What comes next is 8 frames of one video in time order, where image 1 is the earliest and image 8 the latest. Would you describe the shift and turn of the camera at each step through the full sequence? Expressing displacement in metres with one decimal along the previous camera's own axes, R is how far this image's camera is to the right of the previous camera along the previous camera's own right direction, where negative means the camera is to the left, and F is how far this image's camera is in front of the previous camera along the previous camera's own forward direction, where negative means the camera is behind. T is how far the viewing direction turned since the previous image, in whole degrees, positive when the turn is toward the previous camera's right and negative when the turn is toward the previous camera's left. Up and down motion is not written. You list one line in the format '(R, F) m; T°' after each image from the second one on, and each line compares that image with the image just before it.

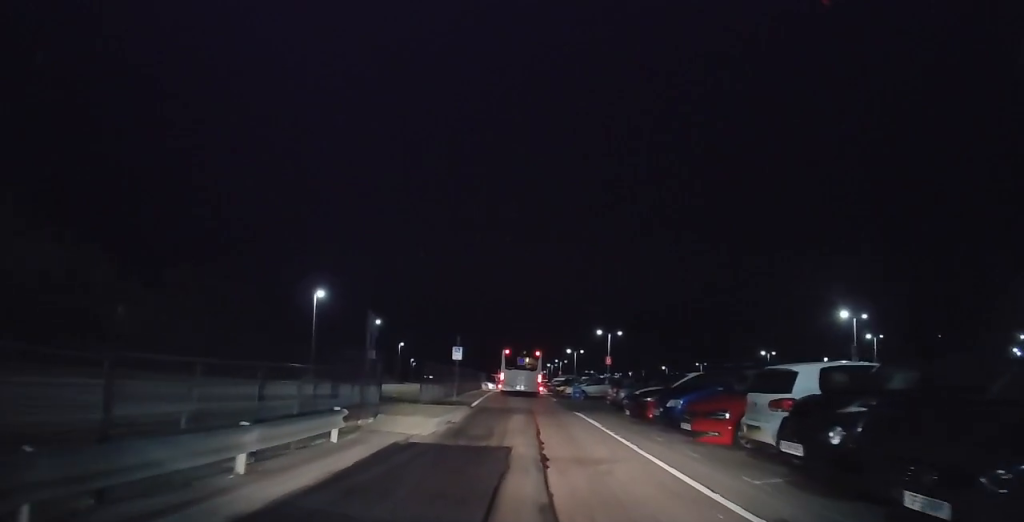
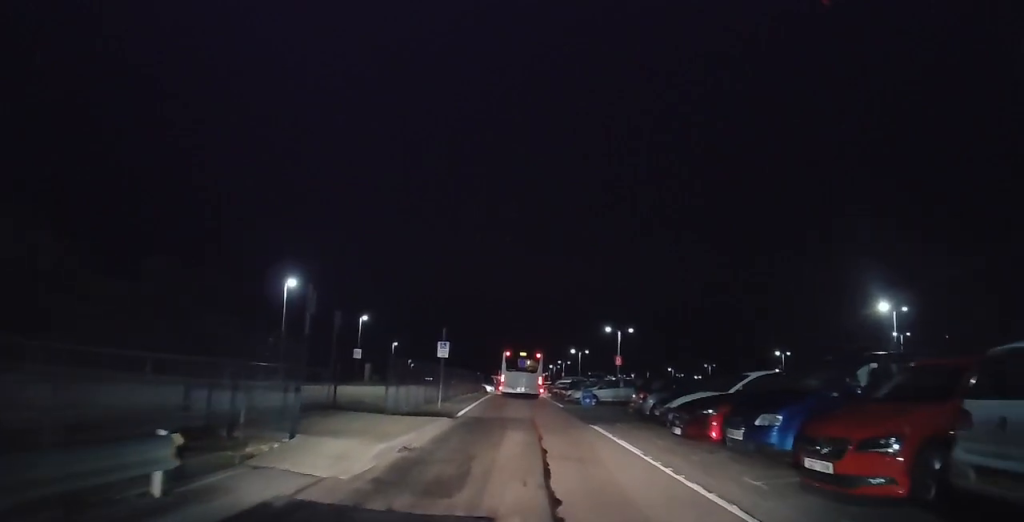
(-0.1, +4.7) m; -5°
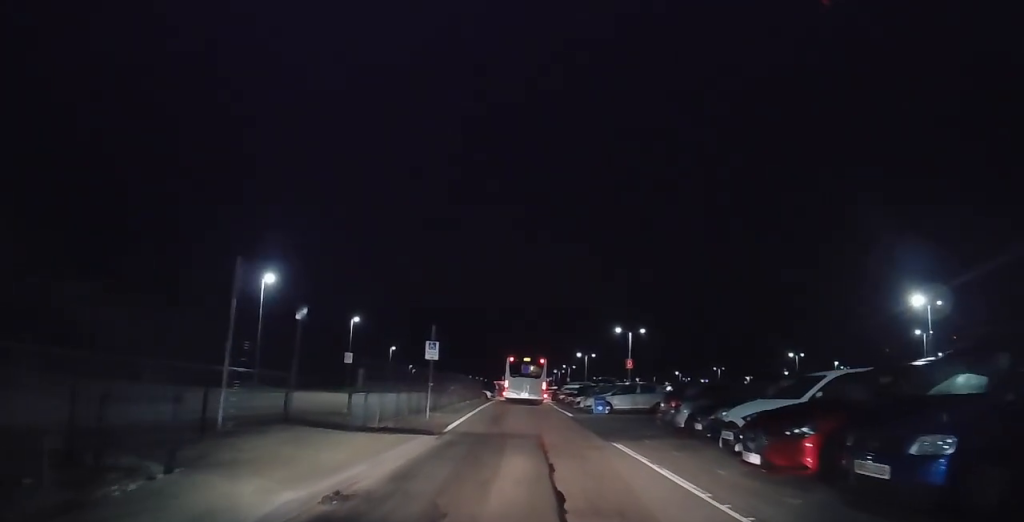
(-0.1, +3.3) m; 0°
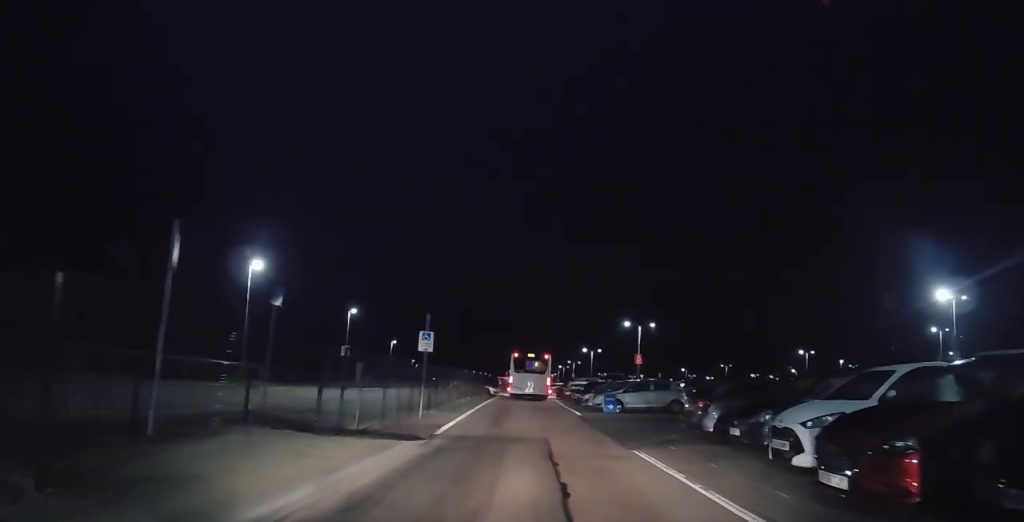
(-0.1, +1.9) m; +2°
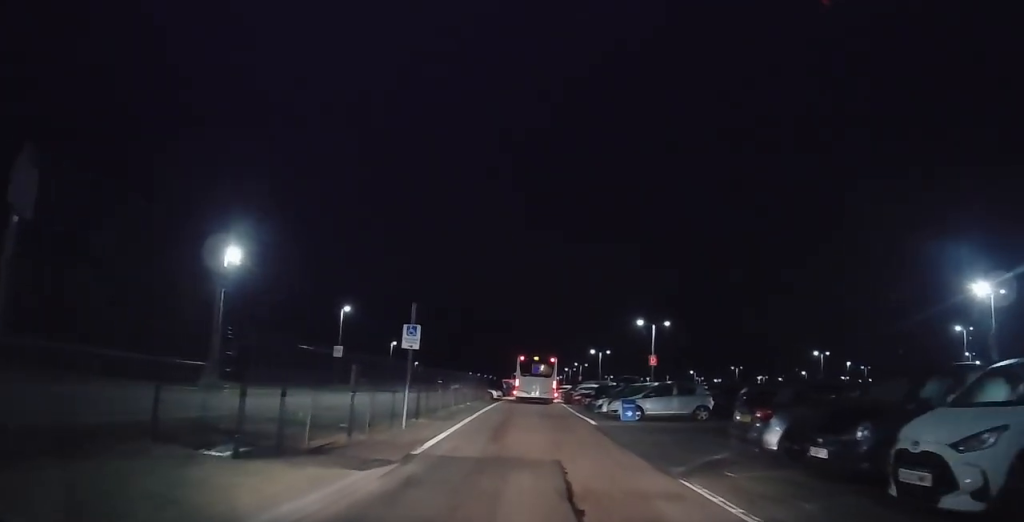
(+0.2, +2.8) m; -3°
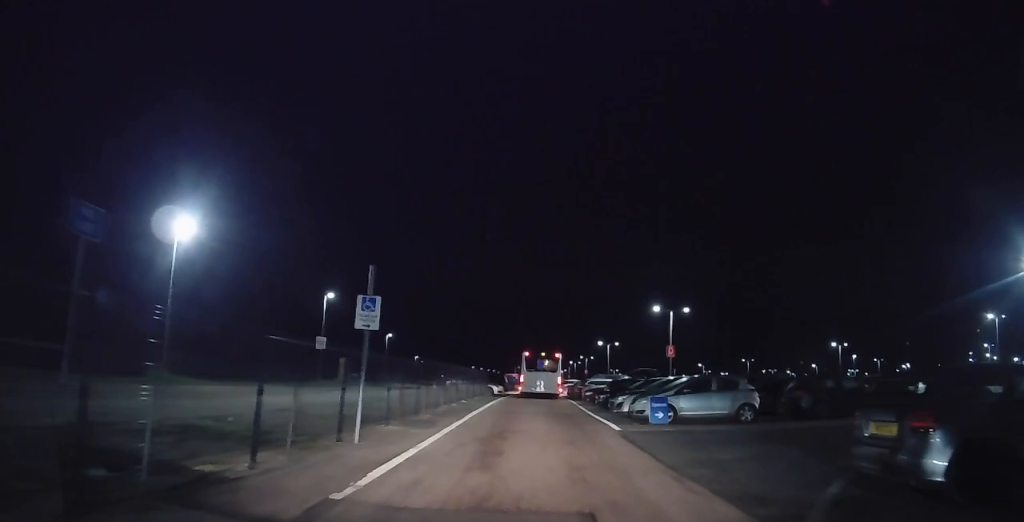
(-0.4, +3.7) m; -1°
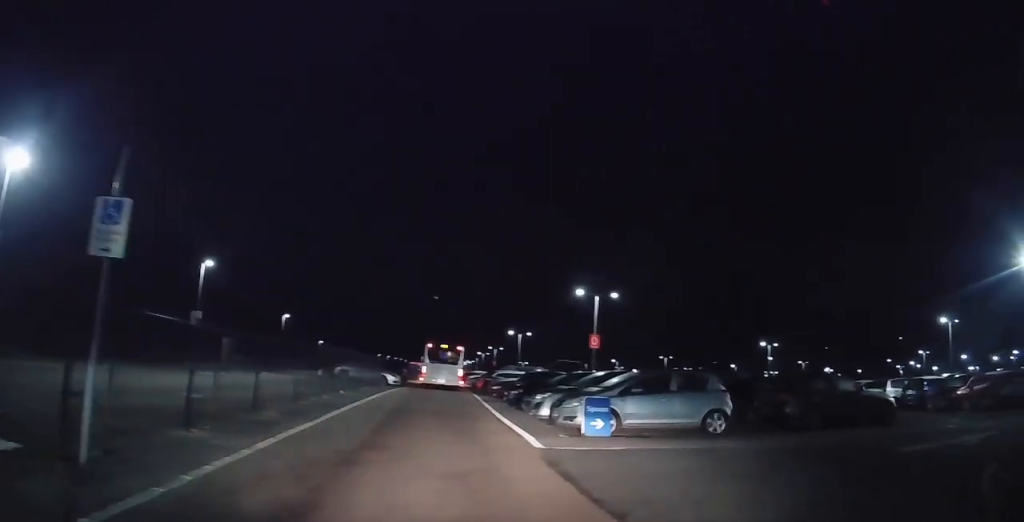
(+0.7, +4.2) m; +29°
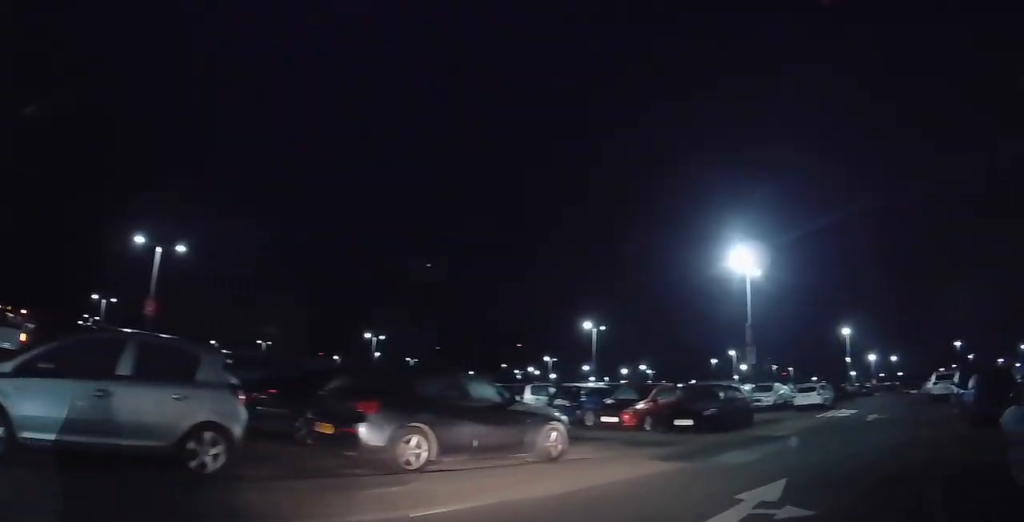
(+2.1, +6.0) m; +35°
